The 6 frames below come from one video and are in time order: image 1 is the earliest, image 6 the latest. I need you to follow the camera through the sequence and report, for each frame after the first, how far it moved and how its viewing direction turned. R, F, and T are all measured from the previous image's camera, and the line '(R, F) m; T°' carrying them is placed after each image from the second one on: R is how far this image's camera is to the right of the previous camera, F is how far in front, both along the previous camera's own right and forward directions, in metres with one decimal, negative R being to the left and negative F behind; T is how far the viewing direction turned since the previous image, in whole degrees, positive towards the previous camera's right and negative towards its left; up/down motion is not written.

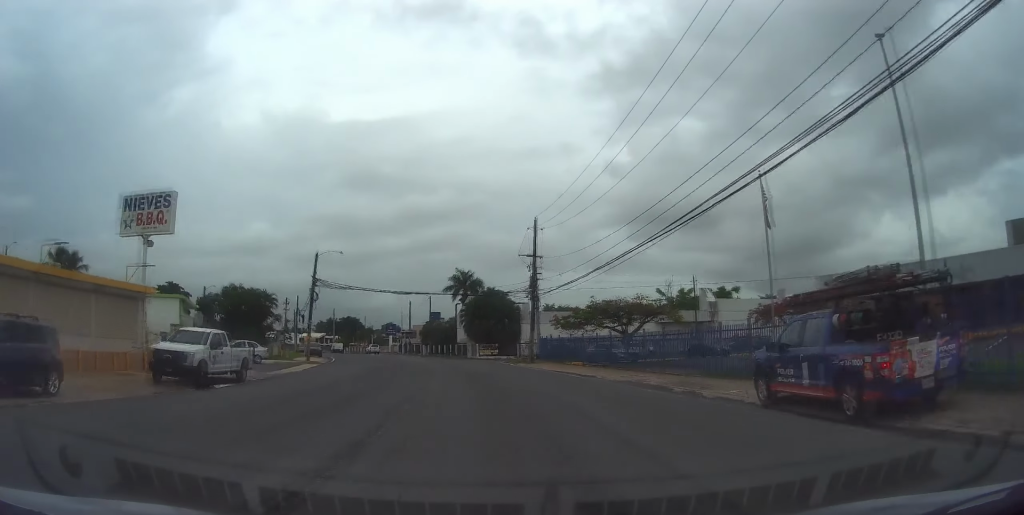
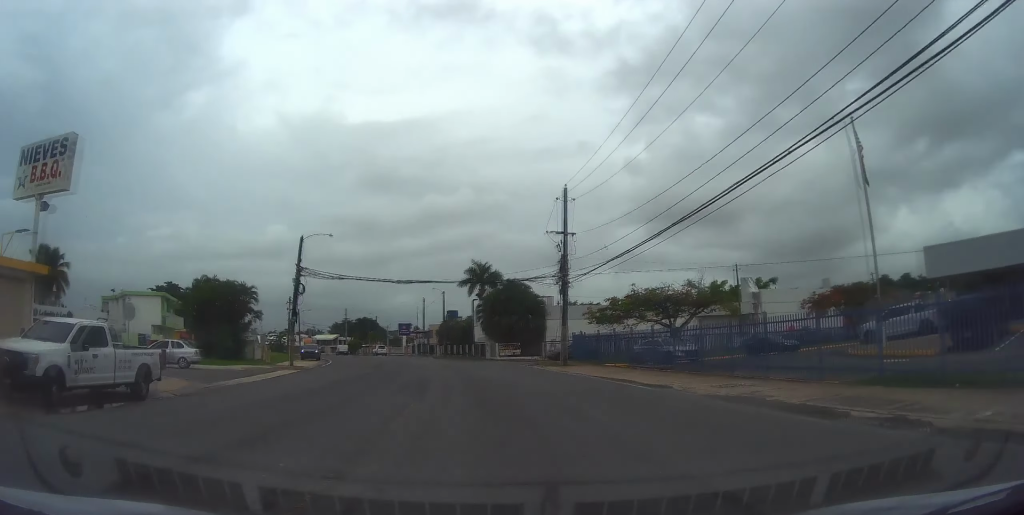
(+0.1, +9.3) m; -2°
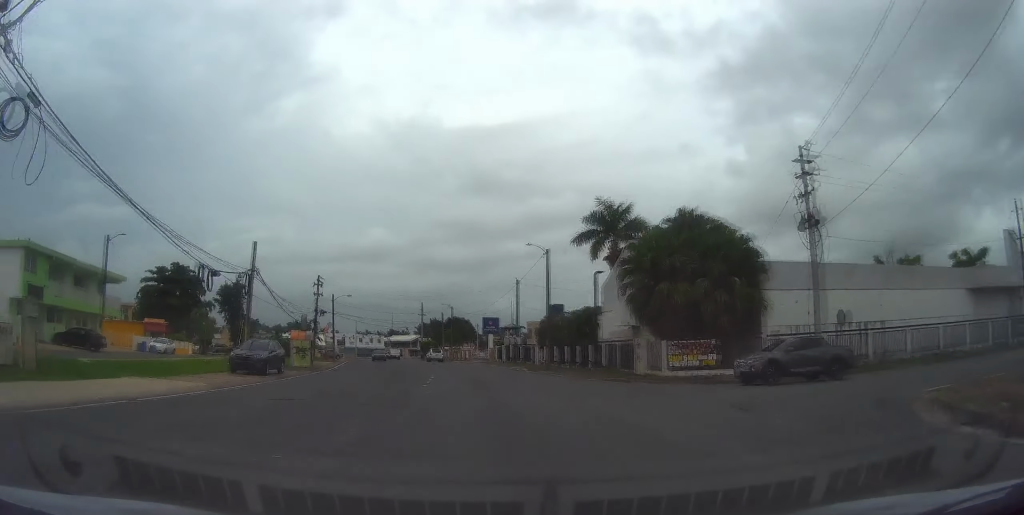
(-2.1, +38.2) m; -7°
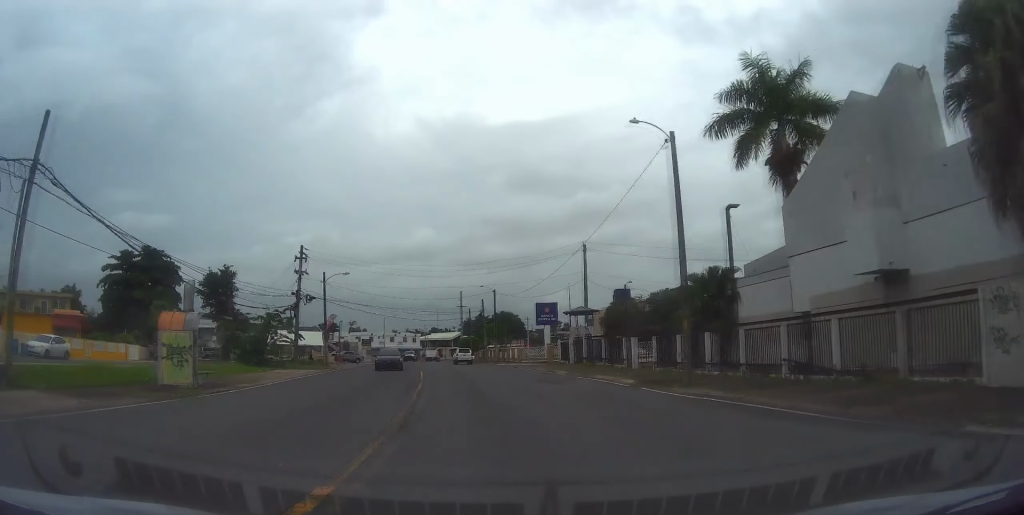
(-1.4, +24.3) m; -5°
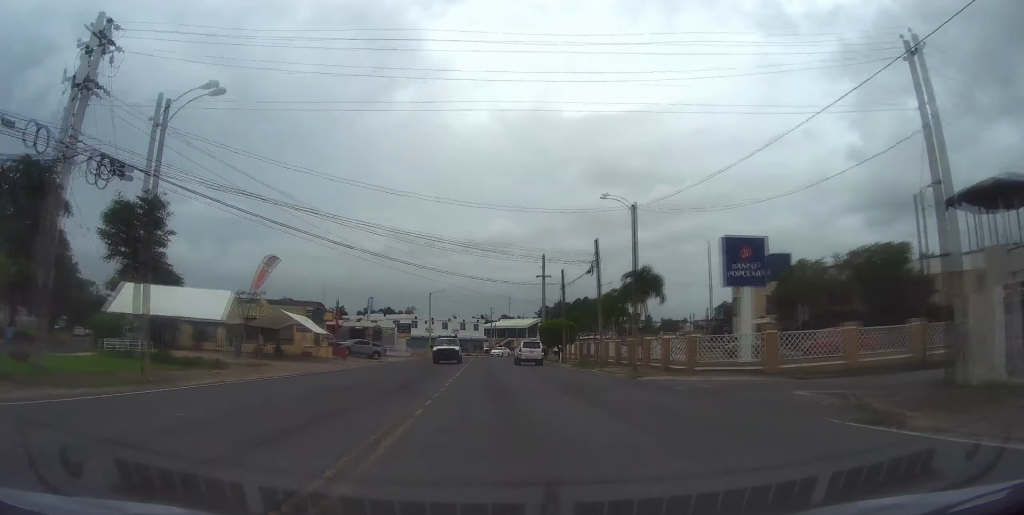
(-2.9, +41.5) m; -6°
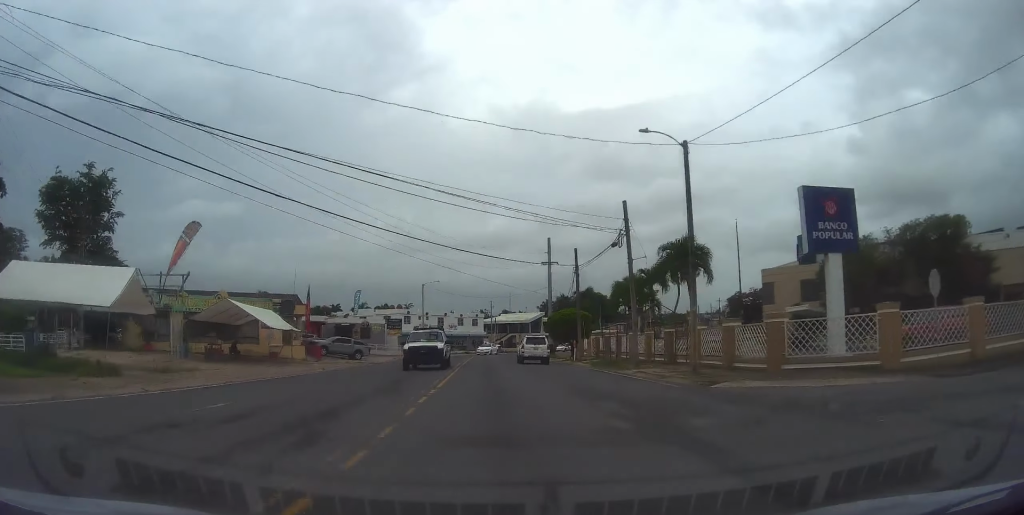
(0.0, +9.5) m; 0°
